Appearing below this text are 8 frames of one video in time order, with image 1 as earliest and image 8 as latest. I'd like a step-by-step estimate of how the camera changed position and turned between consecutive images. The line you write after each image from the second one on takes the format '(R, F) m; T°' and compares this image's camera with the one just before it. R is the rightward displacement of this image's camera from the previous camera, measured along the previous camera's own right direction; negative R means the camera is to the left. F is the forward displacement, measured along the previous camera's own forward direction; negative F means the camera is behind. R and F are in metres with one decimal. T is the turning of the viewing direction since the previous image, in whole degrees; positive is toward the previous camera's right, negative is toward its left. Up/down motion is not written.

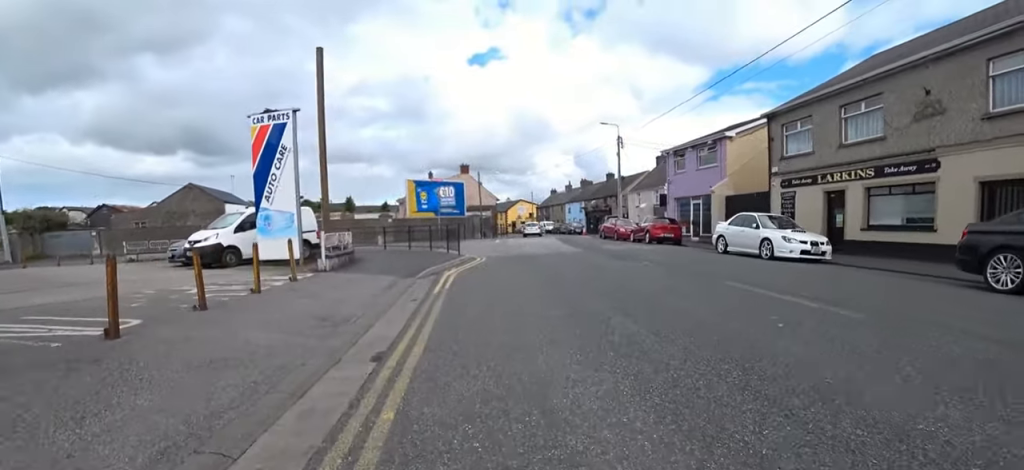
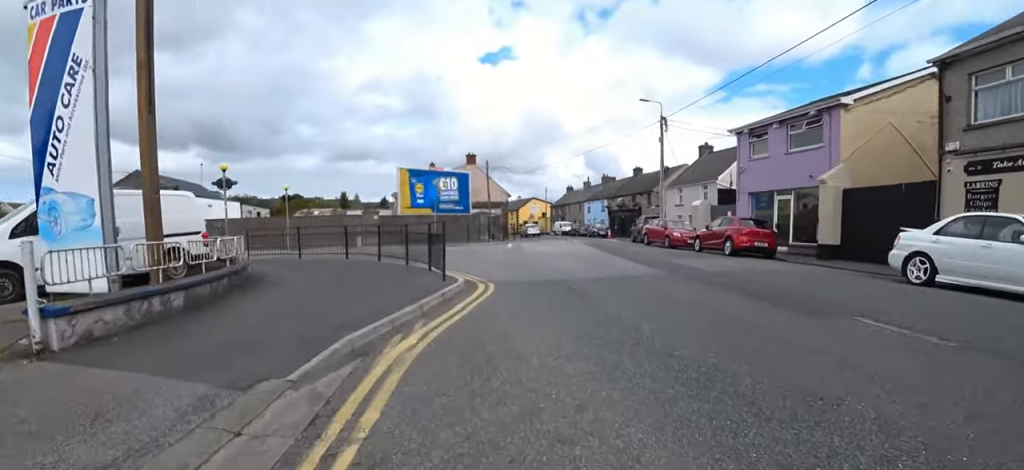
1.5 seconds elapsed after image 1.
(+0.2, +7.3) m; 0°
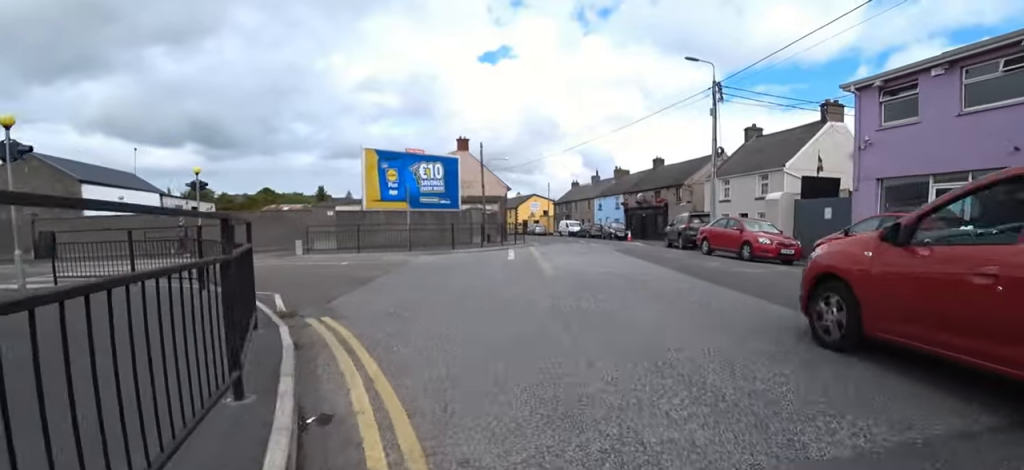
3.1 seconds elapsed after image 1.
(+0.2, +7.8) m; 0°
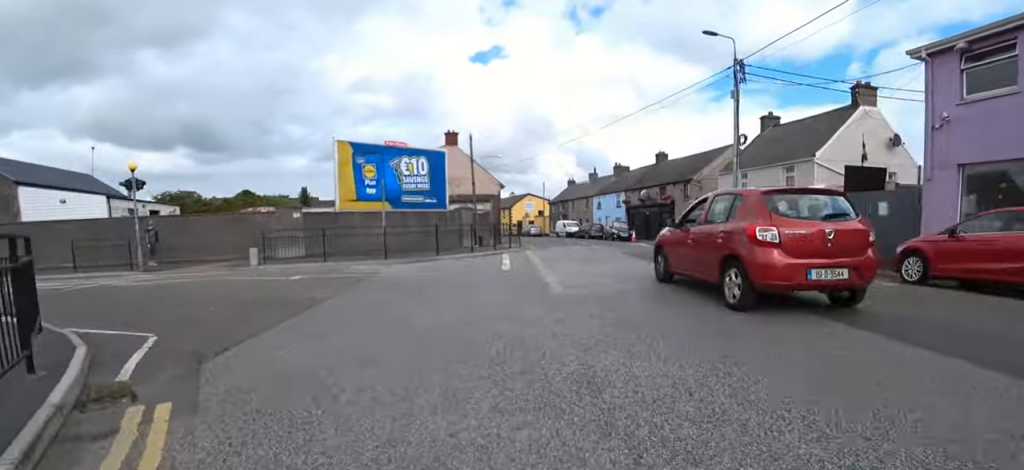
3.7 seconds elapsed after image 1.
(-0.3, +3.0) m; 0°
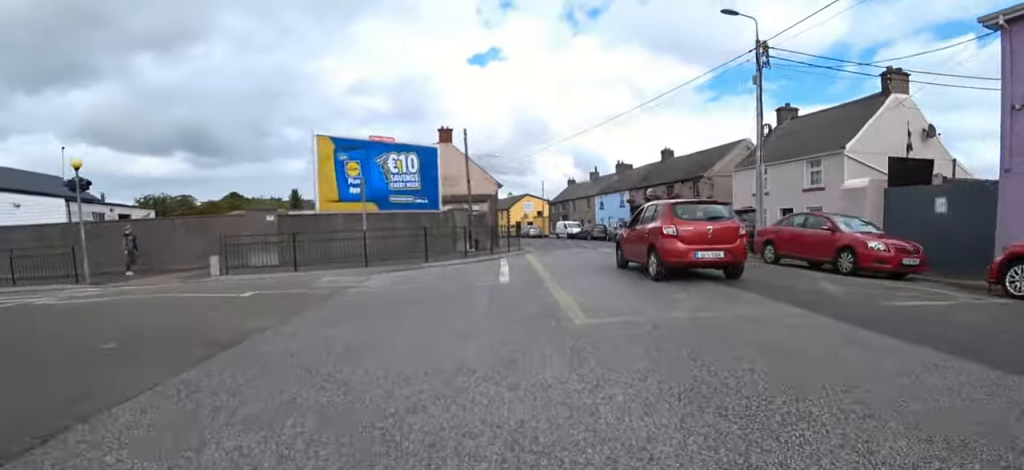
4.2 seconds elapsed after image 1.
(0.0, +2.1) m; 0°
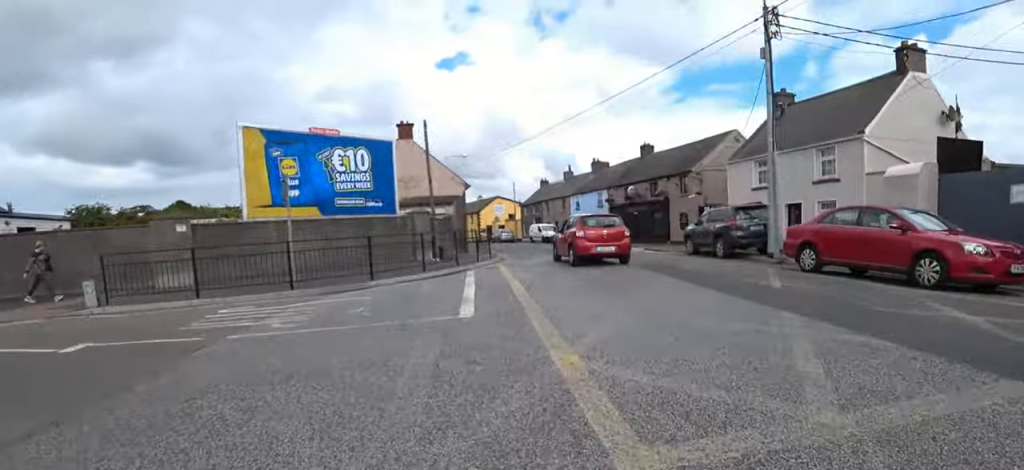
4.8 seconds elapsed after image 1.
(+0.3, +3.2) m; 0°
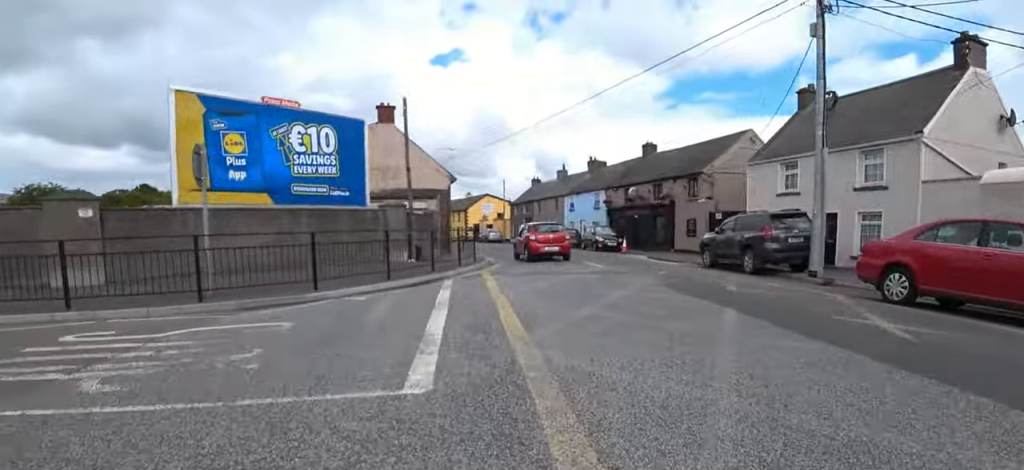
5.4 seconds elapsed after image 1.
(-0.1, +2.9) m; +4°
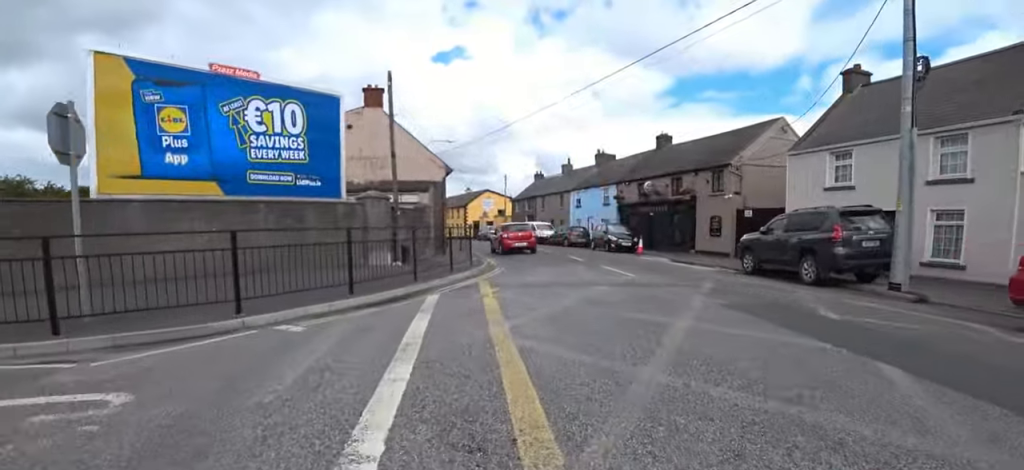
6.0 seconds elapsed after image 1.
(-0.4, +2.7) m; +5°
